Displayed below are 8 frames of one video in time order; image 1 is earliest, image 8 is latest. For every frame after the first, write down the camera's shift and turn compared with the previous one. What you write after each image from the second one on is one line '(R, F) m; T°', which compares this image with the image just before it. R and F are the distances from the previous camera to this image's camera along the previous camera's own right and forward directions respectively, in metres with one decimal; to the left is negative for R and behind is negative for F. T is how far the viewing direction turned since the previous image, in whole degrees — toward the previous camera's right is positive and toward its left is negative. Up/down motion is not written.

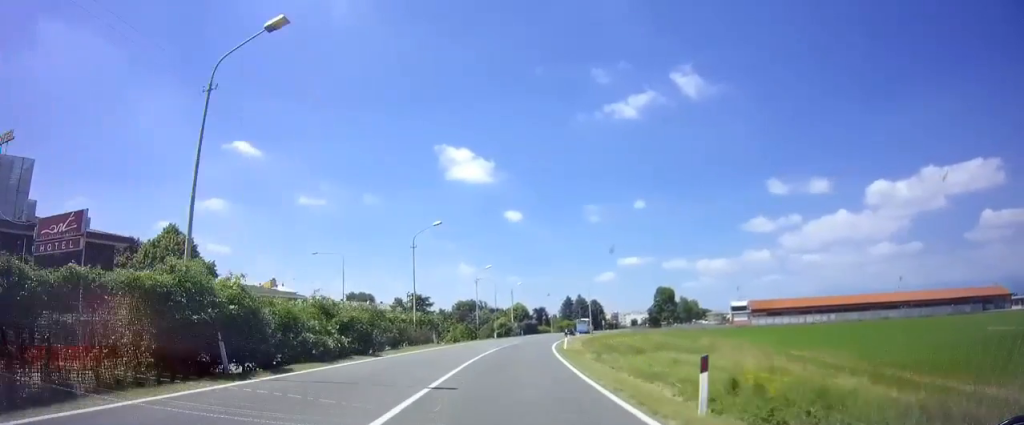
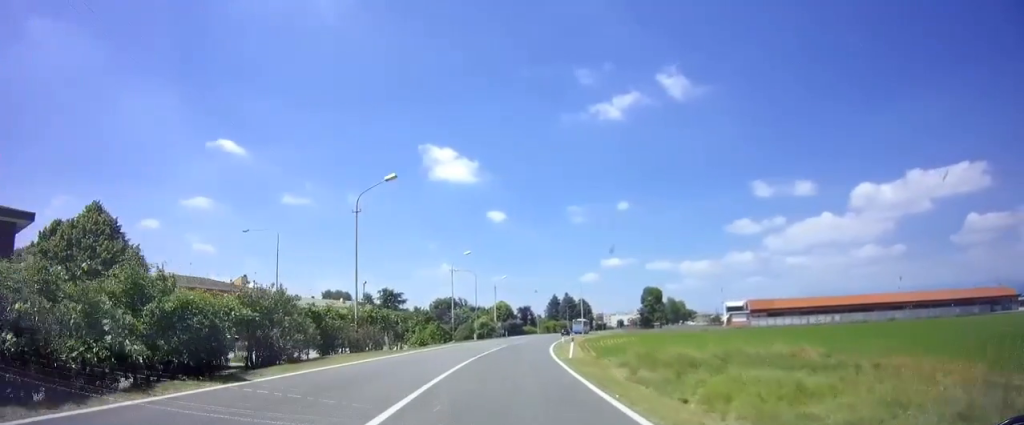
(+0.3, +11.0) m; +2°
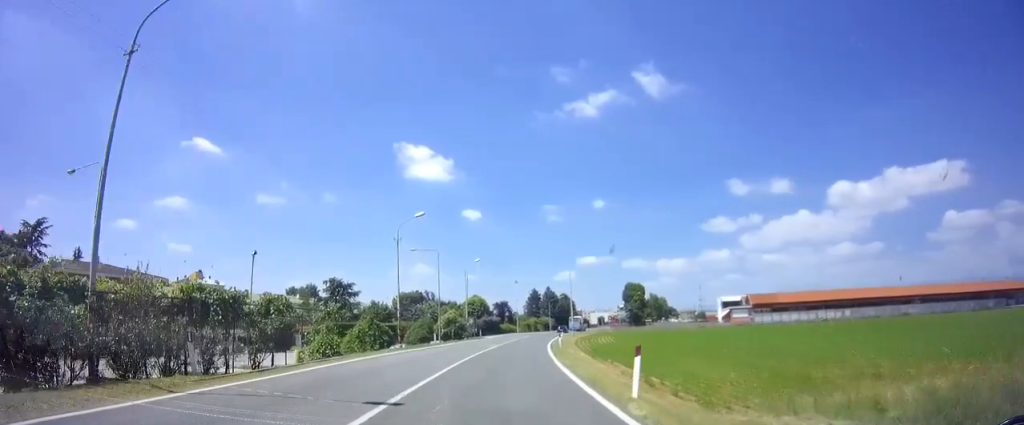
(+0.2, +16.8) m; +1°
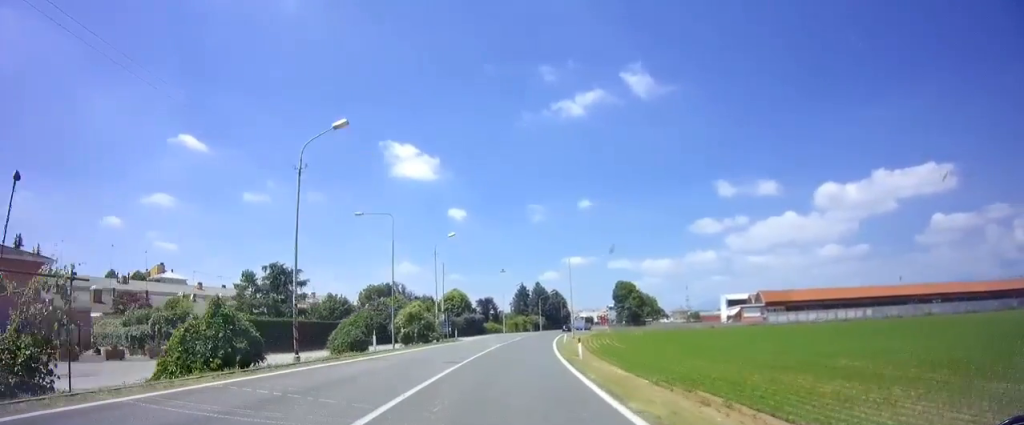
(+0.2, +15.1) m; +2°
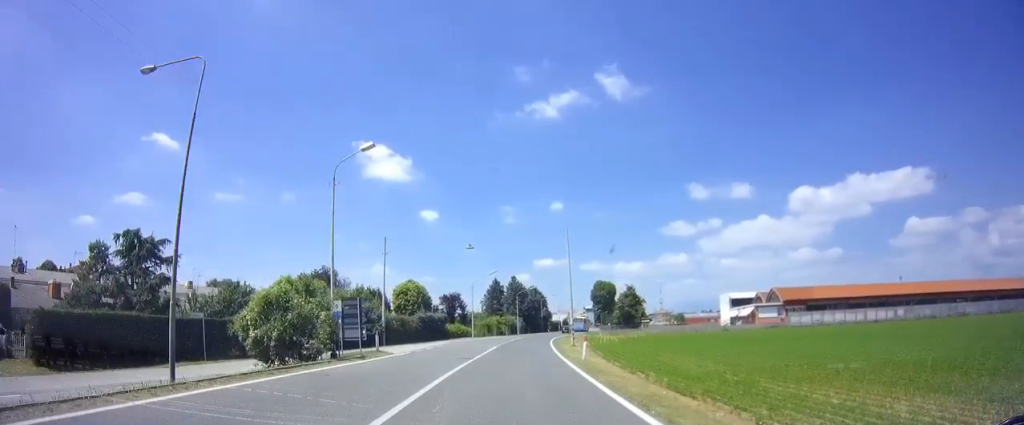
(+0.7, +21.6) m; +4°
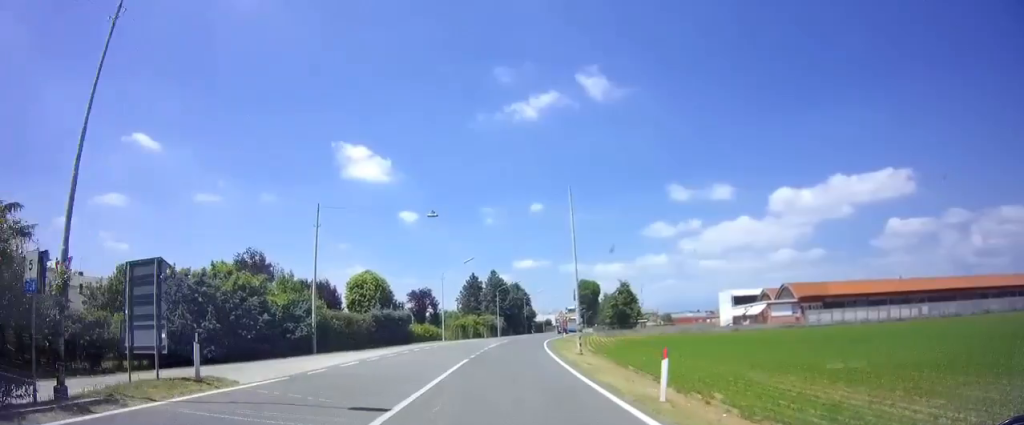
(+0.3, +12.9) m; +2°
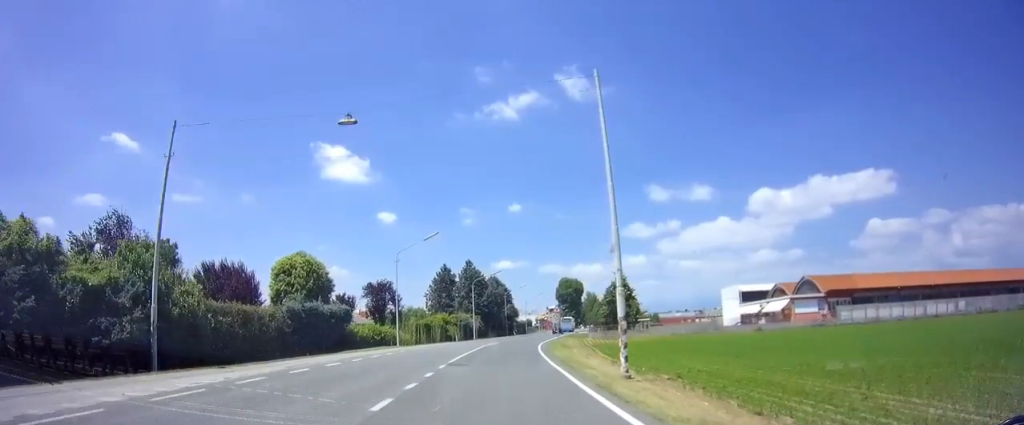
(+0.3, +15.9) m; +2°
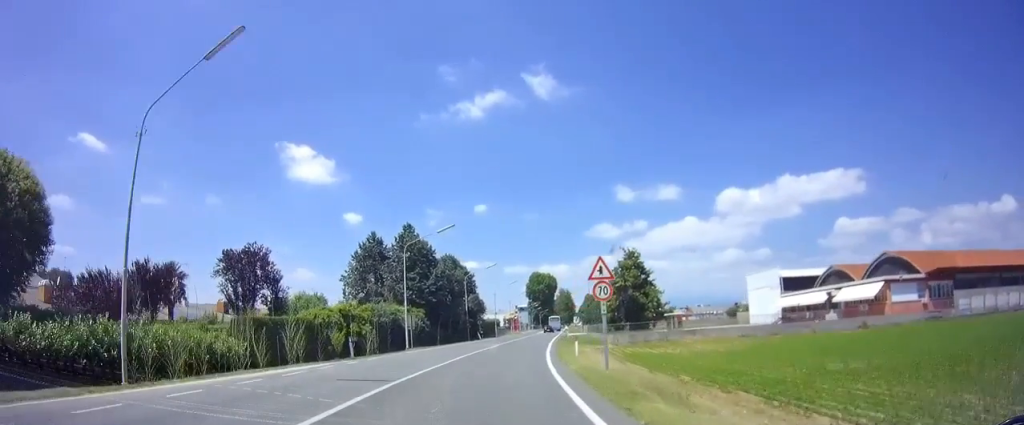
(+0.9, +29.9) m; +4°
